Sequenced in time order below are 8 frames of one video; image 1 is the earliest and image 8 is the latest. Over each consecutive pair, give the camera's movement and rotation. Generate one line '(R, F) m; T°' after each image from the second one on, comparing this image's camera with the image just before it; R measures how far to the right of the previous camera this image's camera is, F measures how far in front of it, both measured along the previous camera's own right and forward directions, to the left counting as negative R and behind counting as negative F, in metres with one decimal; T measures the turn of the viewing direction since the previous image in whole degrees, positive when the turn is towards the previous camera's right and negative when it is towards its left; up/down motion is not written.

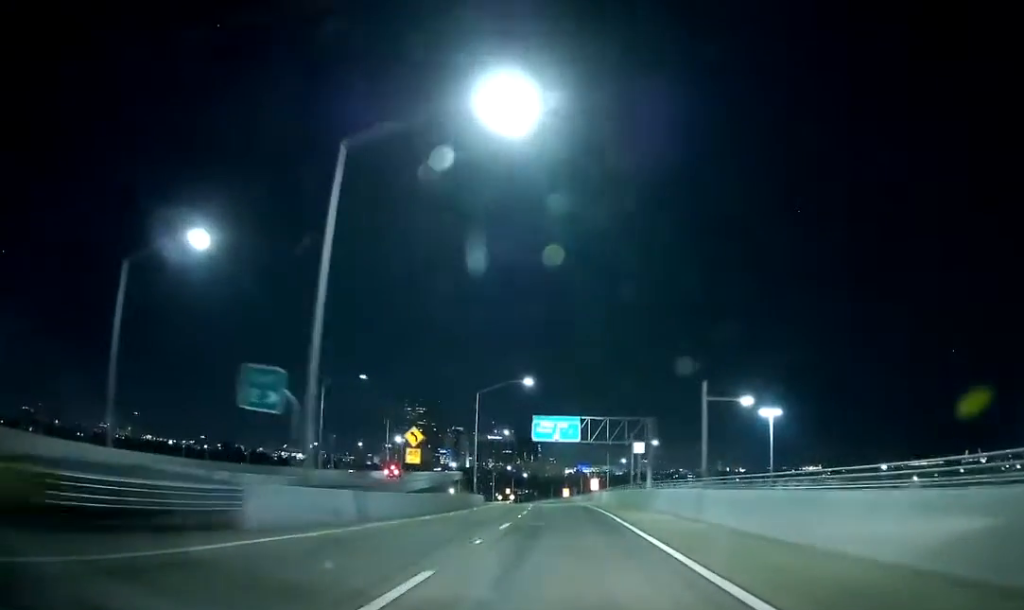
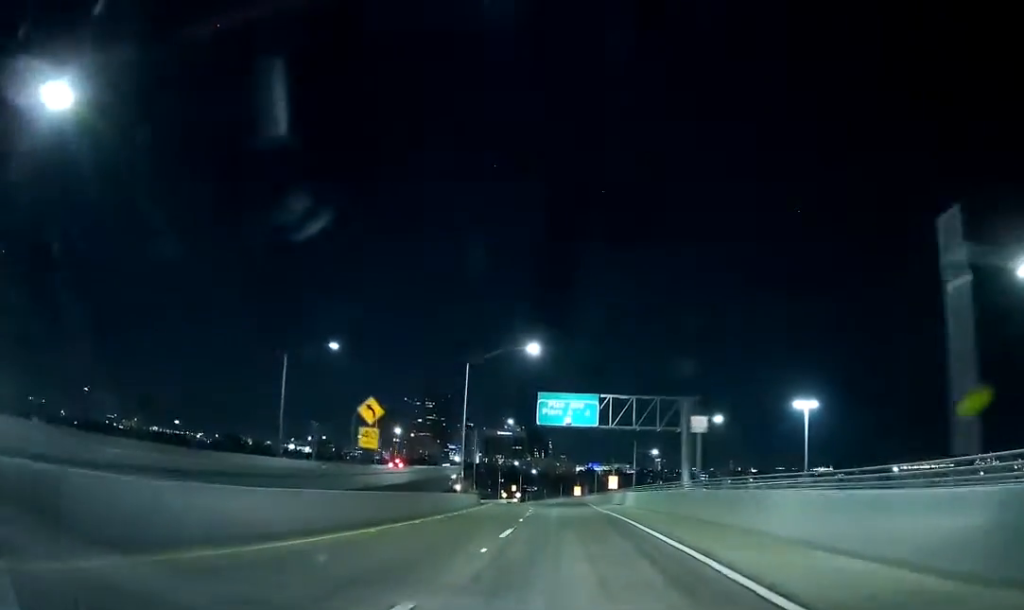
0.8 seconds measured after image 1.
(-0.1, +18.0) m; -1°
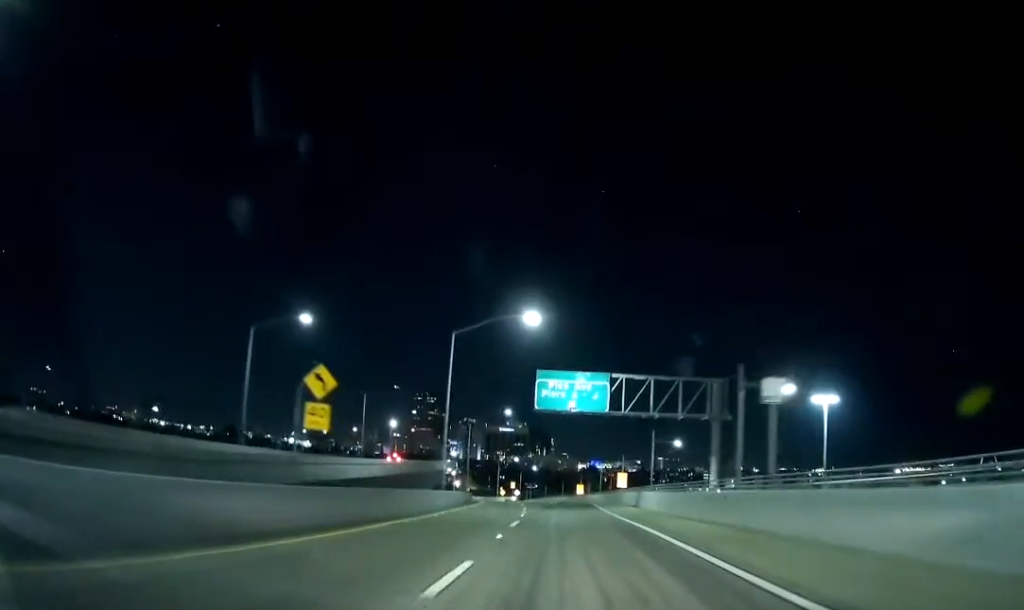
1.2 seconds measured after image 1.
(-0.1, +10.9) m; 0°
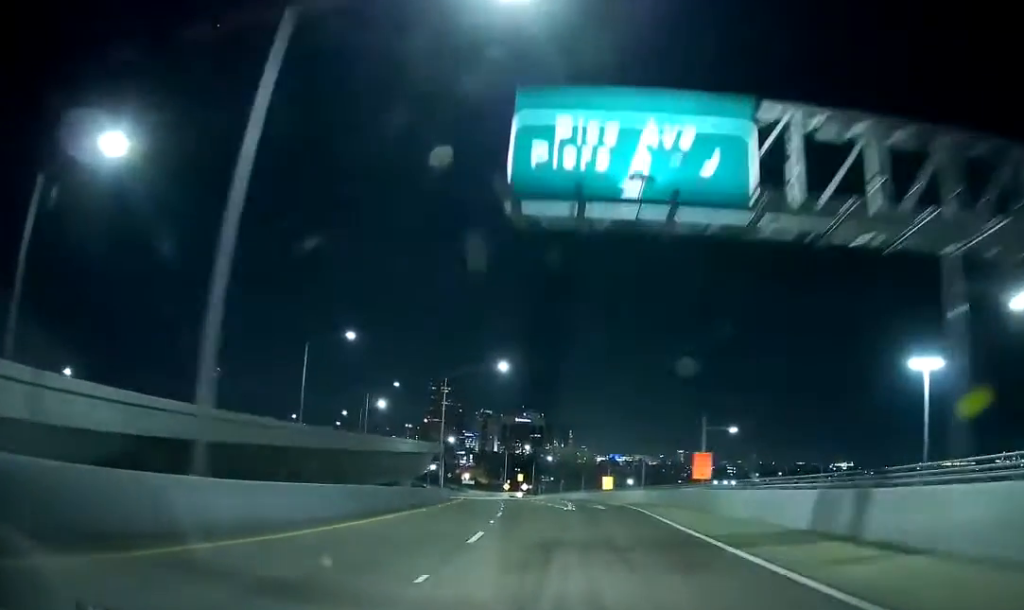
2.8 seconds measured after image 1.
(-0.2, +36.5) m; -1°
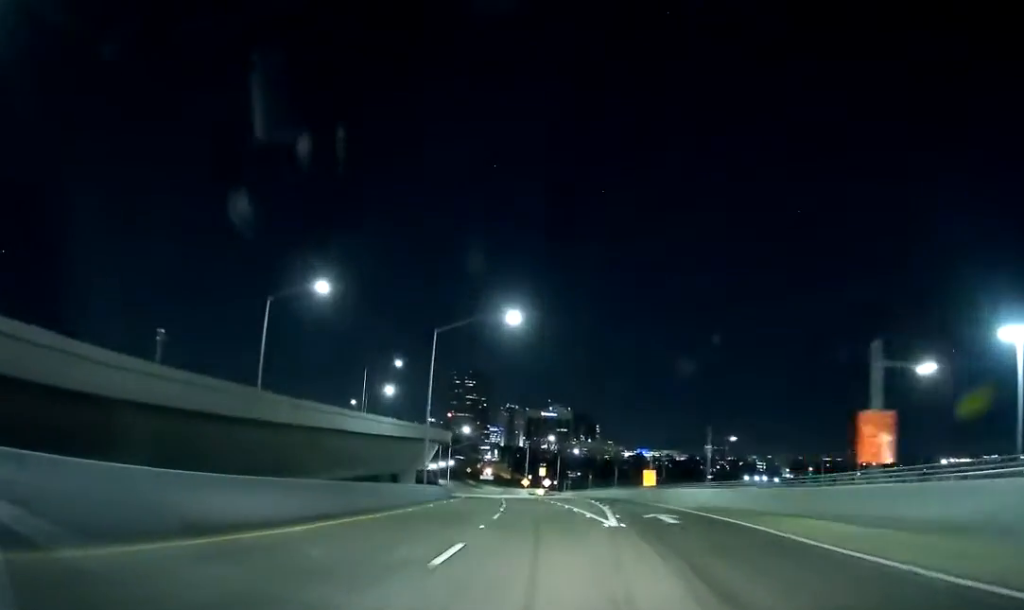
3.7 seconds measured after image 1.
(-0.3, +20.1) m; -2°
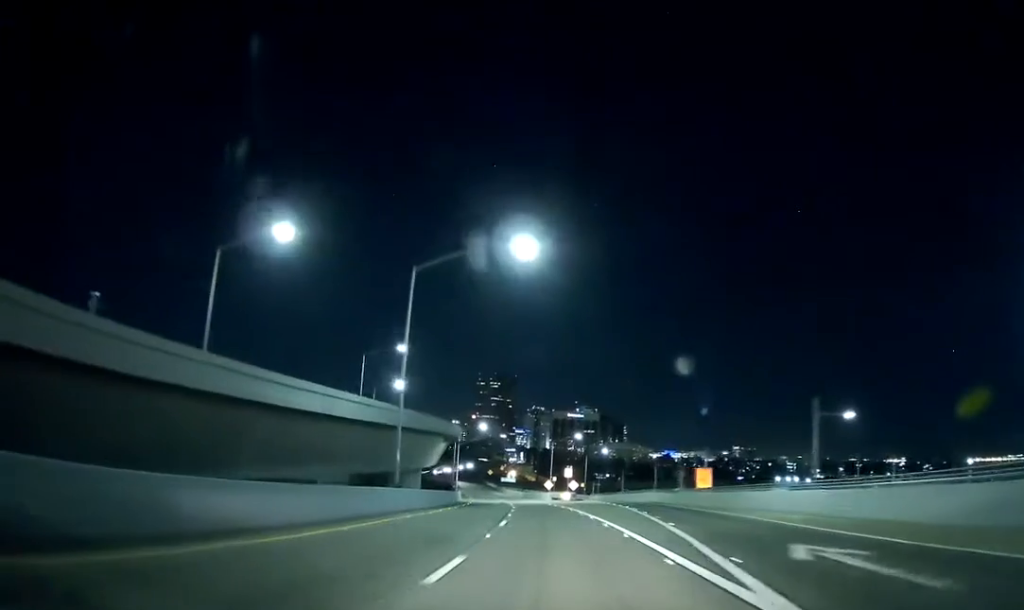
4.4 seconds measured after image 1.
(-0.1, +15.4) m; -2°
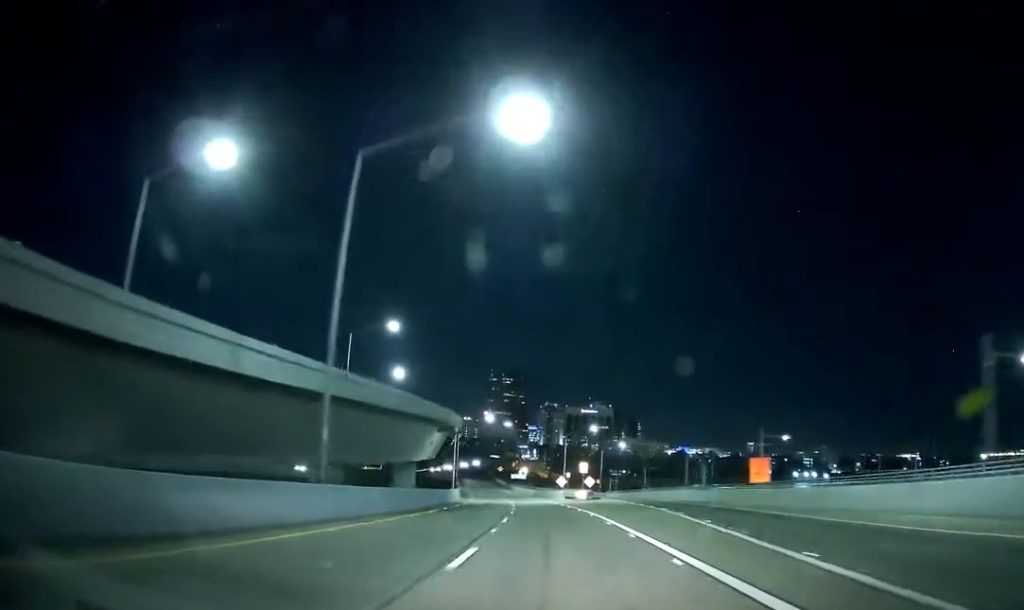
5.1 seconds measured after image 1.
(-0.3, +13.7) m; -1°
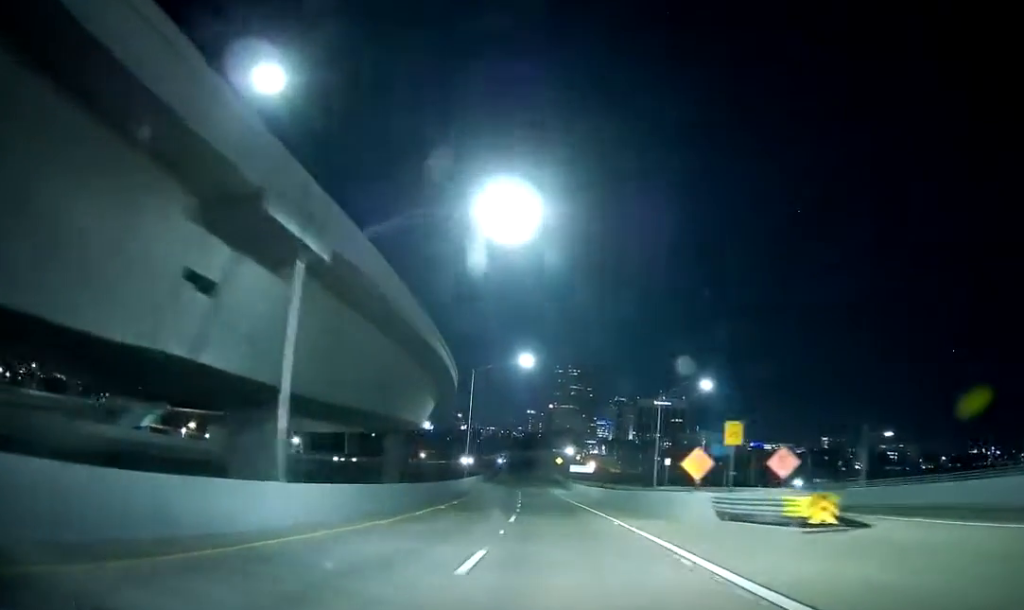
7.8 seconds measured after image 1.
(-2.0, +57.8) m; -5°
